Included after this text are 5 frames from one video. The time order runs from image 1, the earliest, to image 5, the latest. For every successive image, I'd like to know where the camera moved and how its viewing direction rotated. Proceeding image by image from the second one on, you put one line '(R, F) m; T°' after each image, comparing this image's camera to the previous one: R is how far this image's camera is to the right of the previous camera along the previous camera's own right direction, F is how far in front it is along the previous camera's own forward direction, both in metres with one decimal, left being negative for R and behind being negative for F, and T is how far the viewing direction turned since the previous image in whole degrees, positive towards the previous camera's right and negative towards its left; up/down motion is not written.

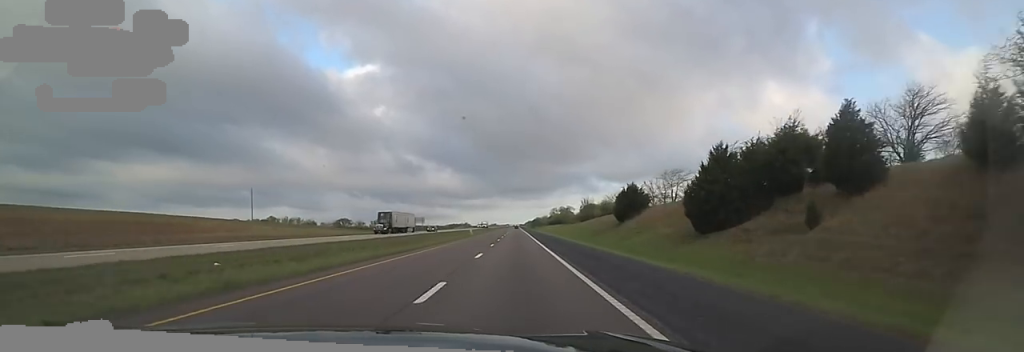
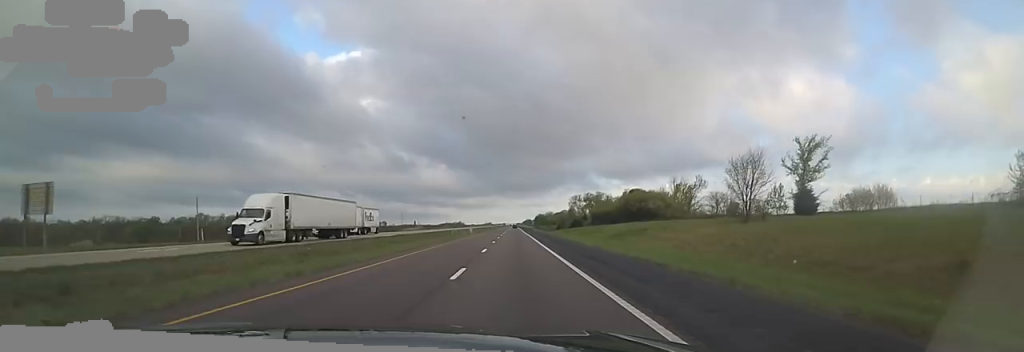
(-3.2, +129.3) m; 0°
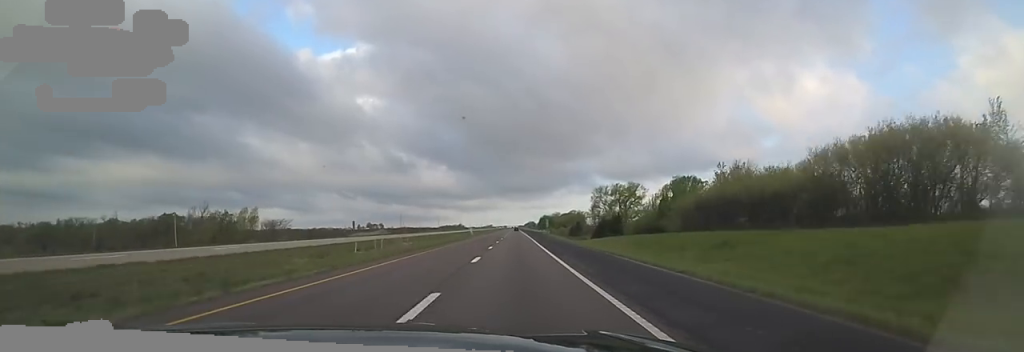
(-0.8, +54.1) m; -2°
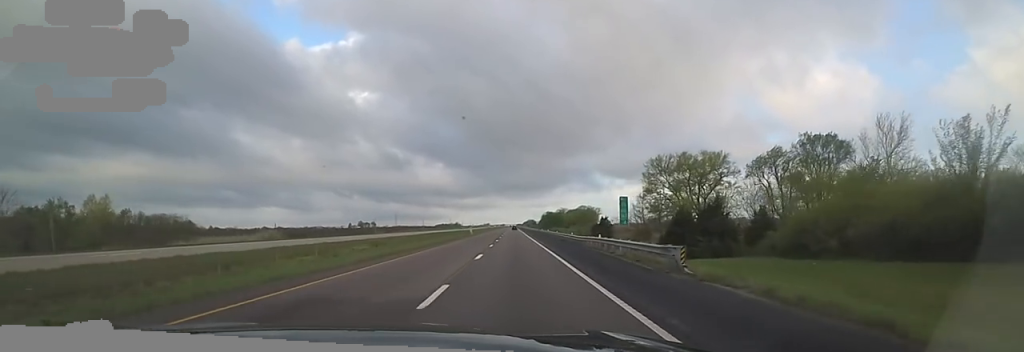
(+2.2, +59.9) m; +2°
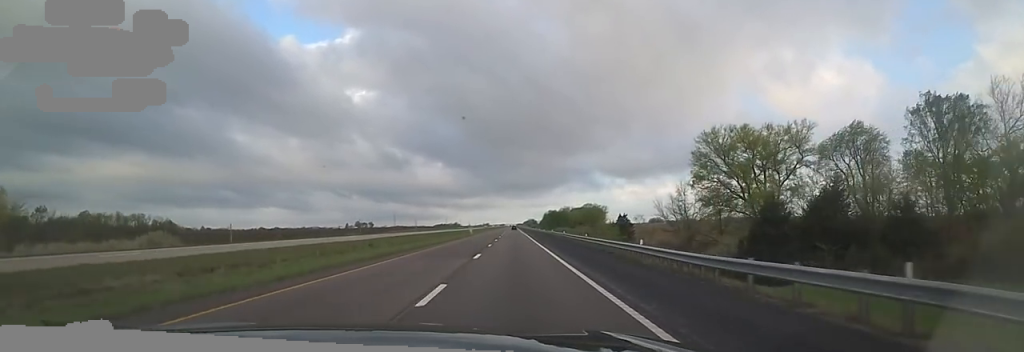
(-0.4, +24.2) m; -1°
